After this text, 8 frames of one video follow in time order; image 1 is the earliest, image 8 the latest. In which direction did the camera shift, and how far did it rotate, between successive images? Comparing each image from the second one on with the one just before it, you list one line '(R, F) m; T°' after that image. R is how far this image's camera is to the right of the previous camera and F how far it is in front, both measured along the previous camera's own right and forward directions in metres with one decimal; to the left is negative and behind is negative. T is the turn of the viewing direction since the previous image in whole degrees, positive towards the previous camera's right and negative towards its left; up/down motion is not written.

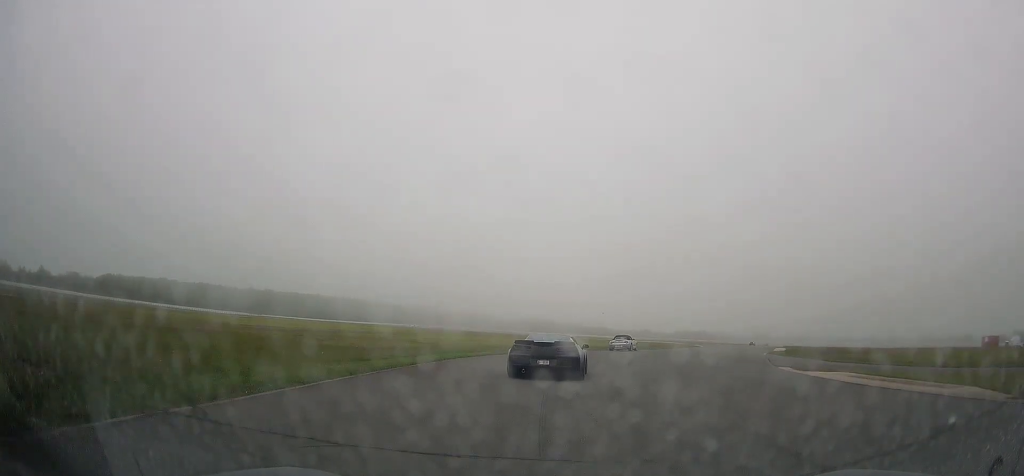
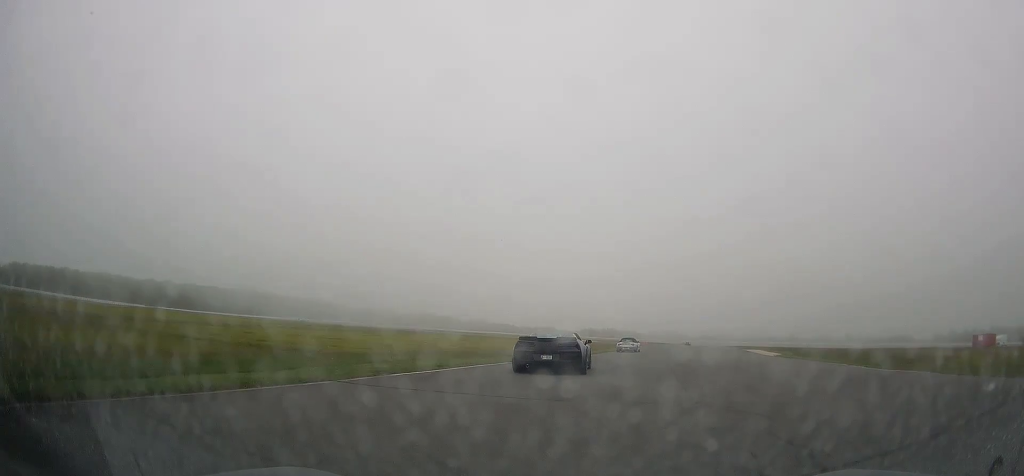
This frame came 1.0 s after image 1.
(+1.5, +26.4) m; +7°
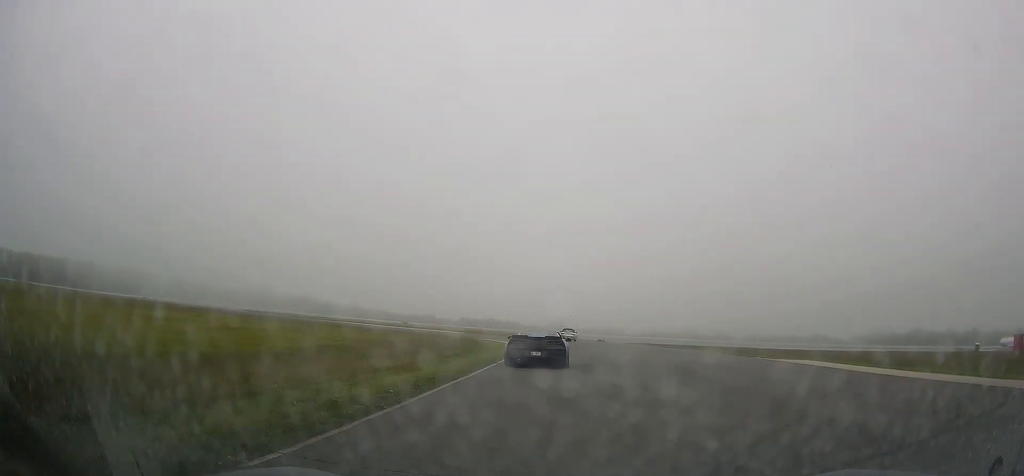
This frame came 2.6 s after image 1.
(+5.1, +42.2) m; +12°
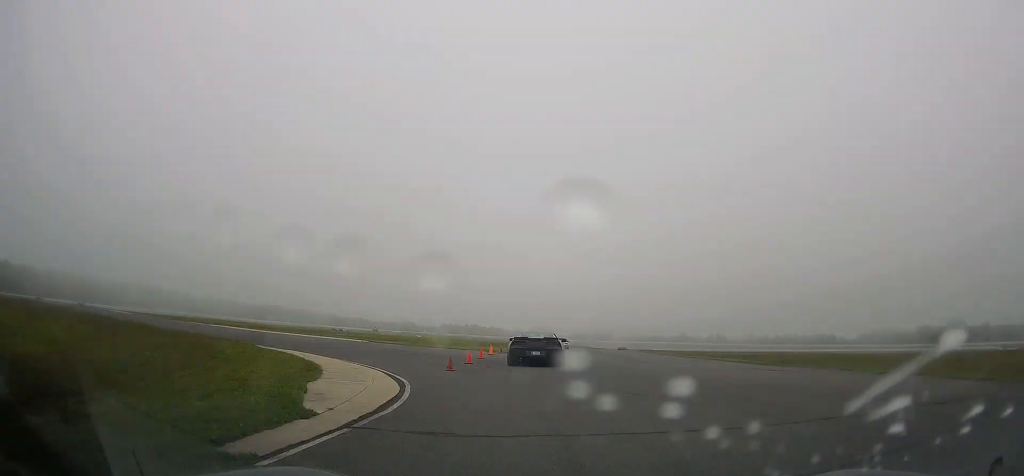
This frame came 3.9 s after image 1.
(+1.5, +32.2) m; +3°
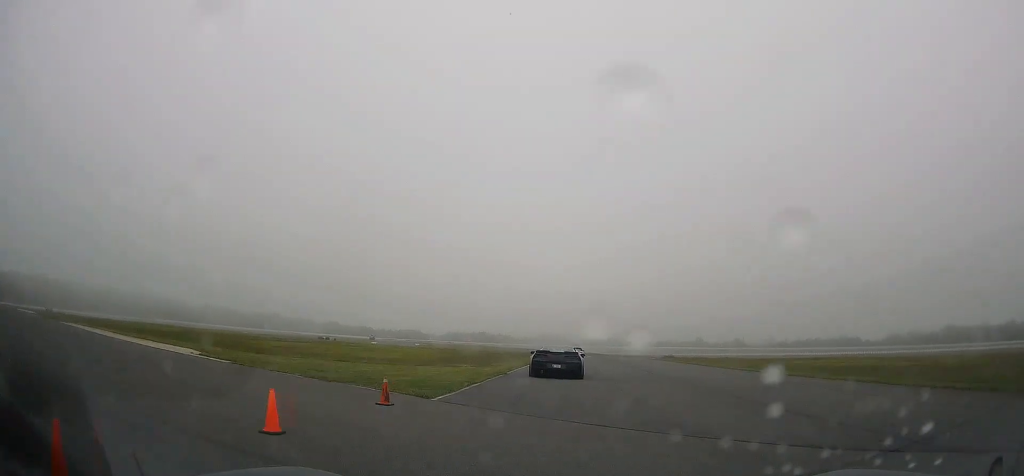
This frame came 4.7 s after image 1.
(+0.1, +21.7) m; 0°
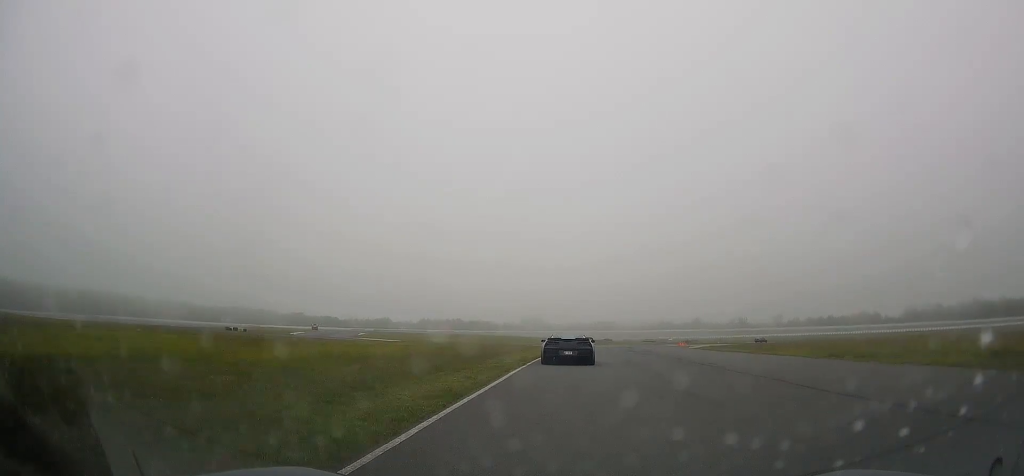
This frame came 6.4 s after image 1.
(+0.2, +50.0) m; +1°
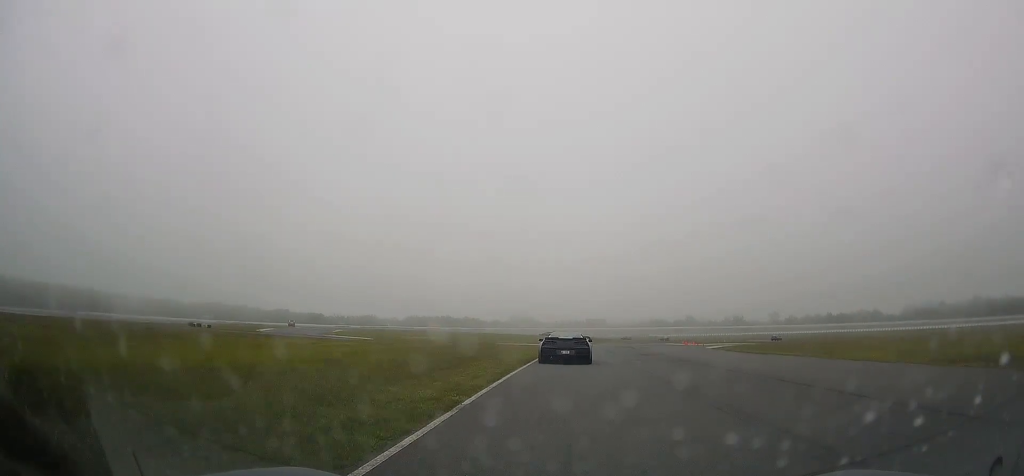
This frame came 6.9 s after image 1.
(0.0, +13.1) m; +1°
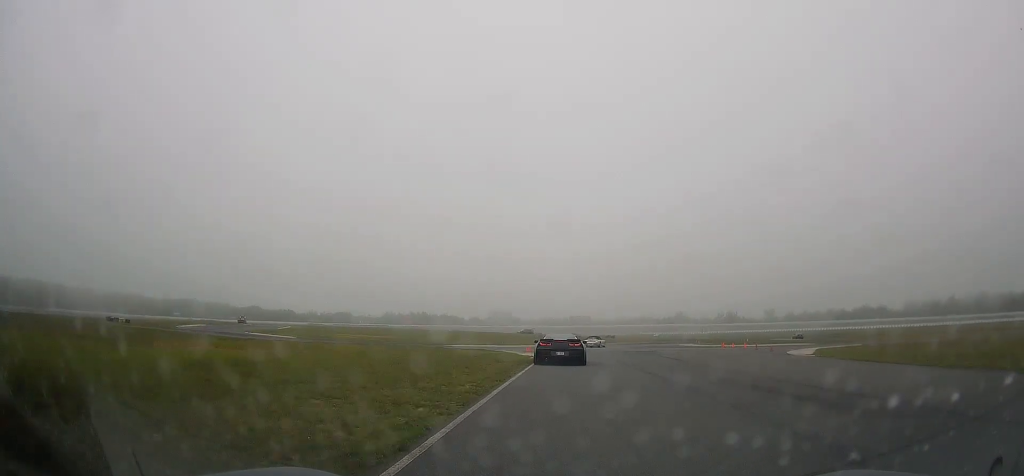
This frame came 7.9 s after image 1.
(+0.5, +26.0) m; +1°
